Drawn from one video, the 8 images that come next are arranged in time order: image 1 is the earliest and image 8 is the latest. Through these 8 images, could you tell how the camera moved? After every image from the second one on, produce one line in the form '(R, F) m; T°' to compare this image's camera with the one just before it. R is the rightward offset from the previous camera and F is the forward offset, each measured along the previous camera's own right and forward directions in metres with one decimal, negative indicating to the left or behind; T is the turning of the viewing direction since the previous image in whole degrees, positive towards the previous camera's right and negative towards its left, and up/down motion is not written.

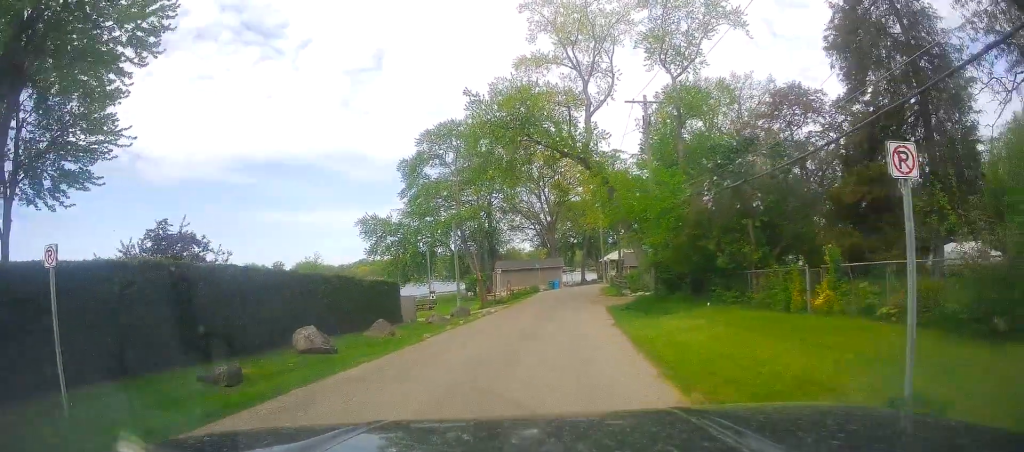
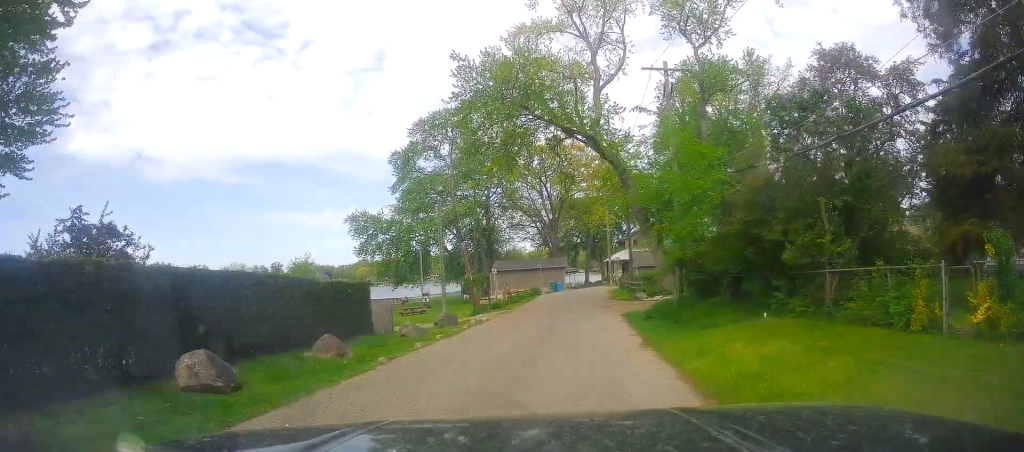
(-0.3, +5.4) m; +1°
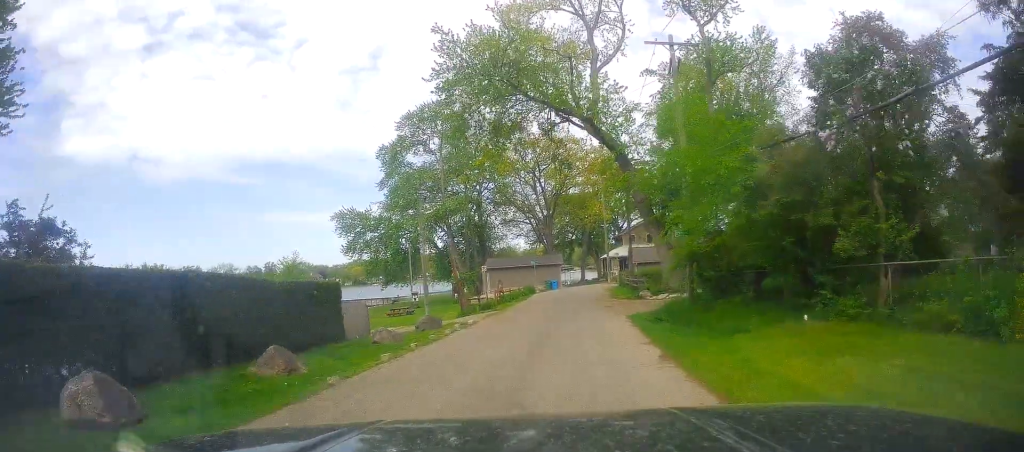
(+0.2, +2.9) m; +2°
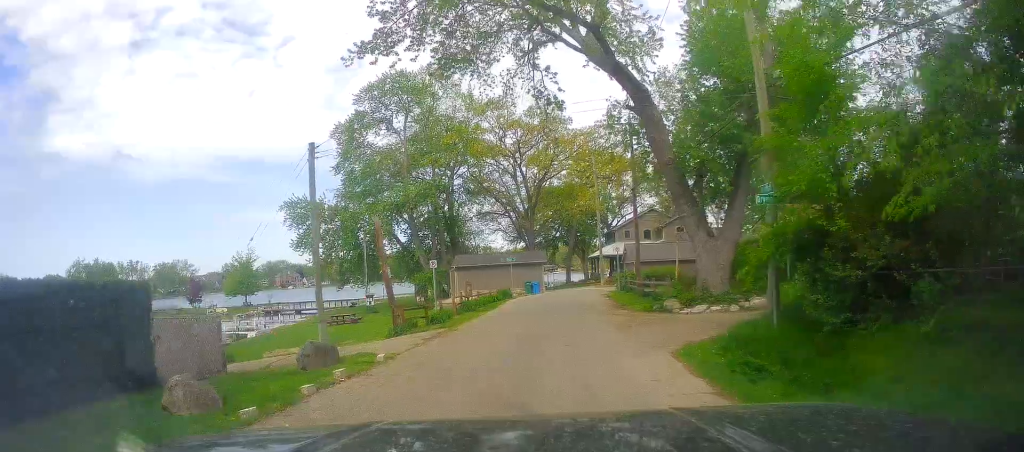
(+0.1, +10.9) m; -2°
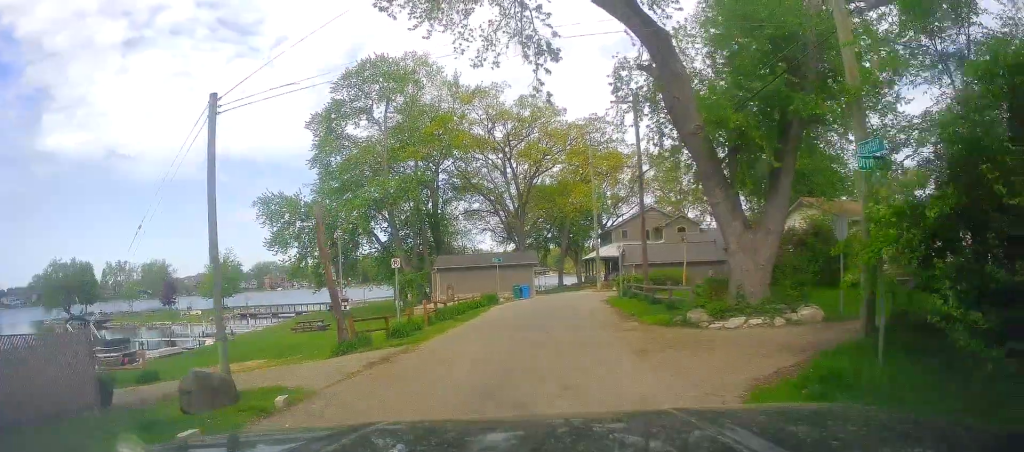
(-0.4, +5.0) m; 0°
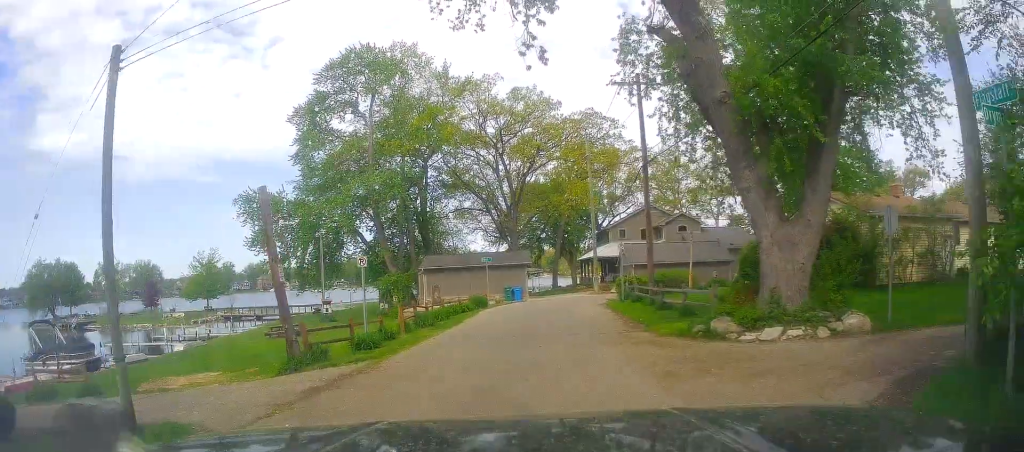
(+0.2, +3.1) m; +4°
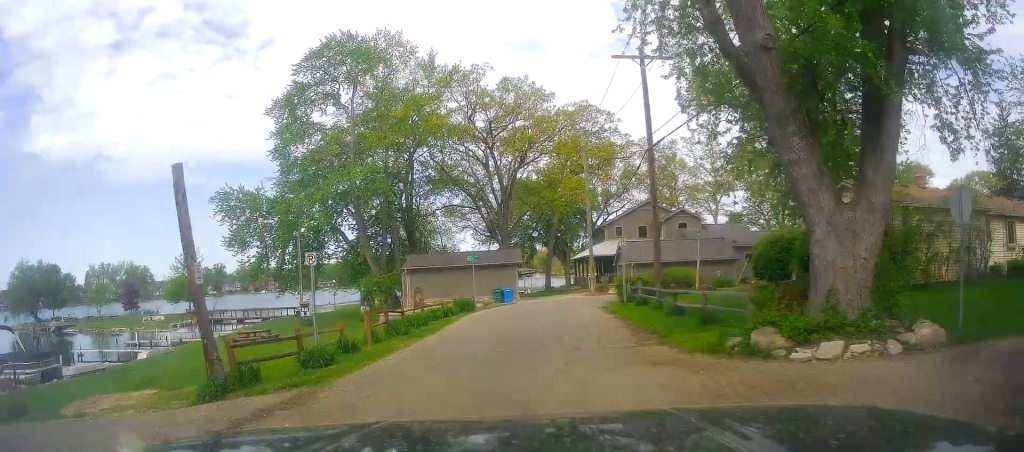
(0.0, +3.3) m; +5°
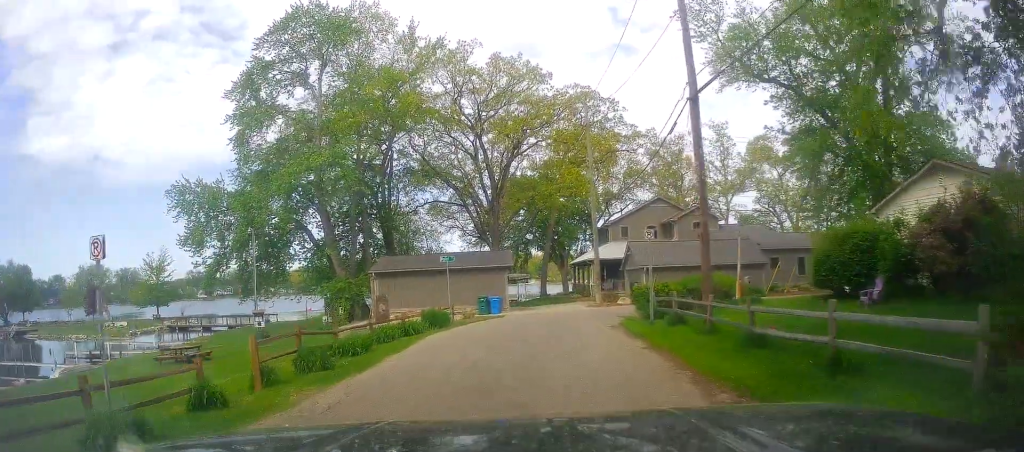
(+0.5, +7.4) m; 0°
